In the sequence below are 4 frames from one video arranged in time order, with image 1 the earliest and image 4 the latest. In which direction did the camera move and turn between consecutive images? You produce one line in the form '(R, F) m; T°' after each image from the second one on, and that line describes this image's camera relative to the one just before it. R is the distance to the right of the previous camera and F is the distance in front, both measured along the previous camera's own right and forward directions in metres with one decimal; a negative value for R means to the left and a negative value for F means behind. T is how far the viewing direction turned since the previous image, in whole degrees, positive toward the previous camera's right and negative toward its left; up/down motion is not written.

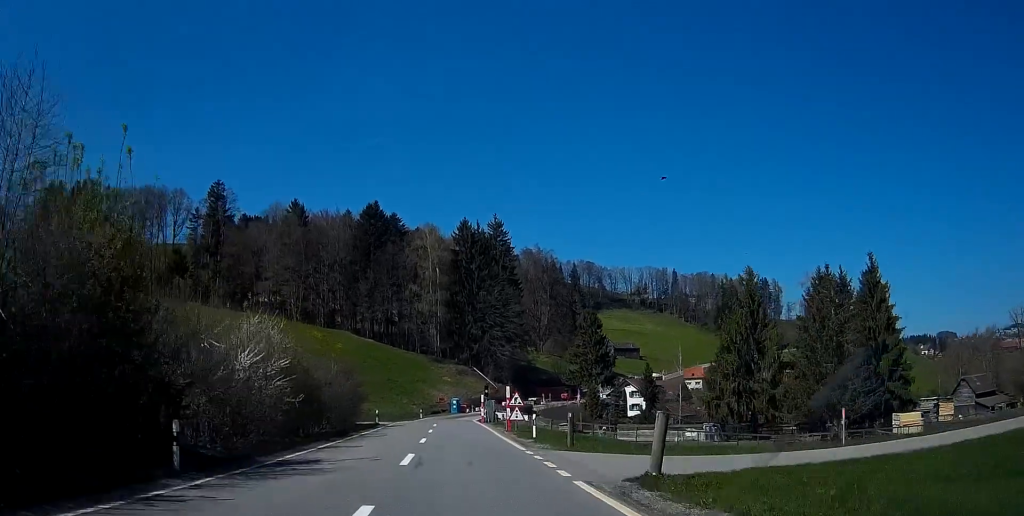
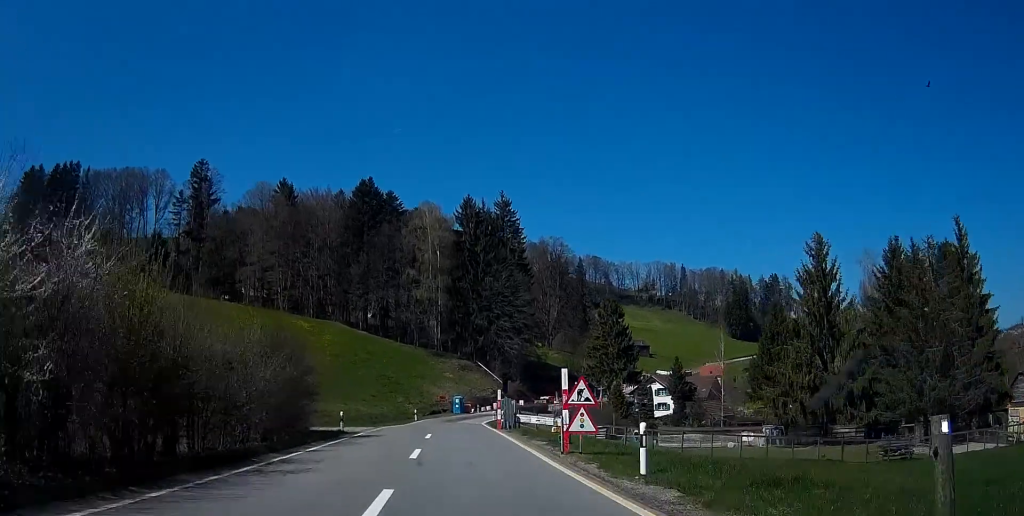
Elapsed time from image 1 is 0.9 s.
(0.0, +16.0) m; 0°
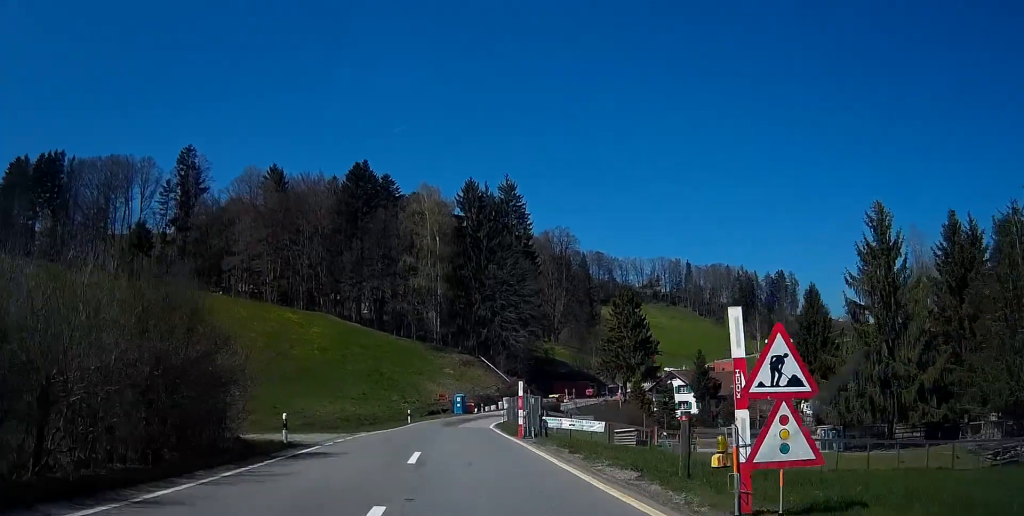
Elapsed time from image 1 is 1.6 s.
(0.0, +10.7) m; 0°
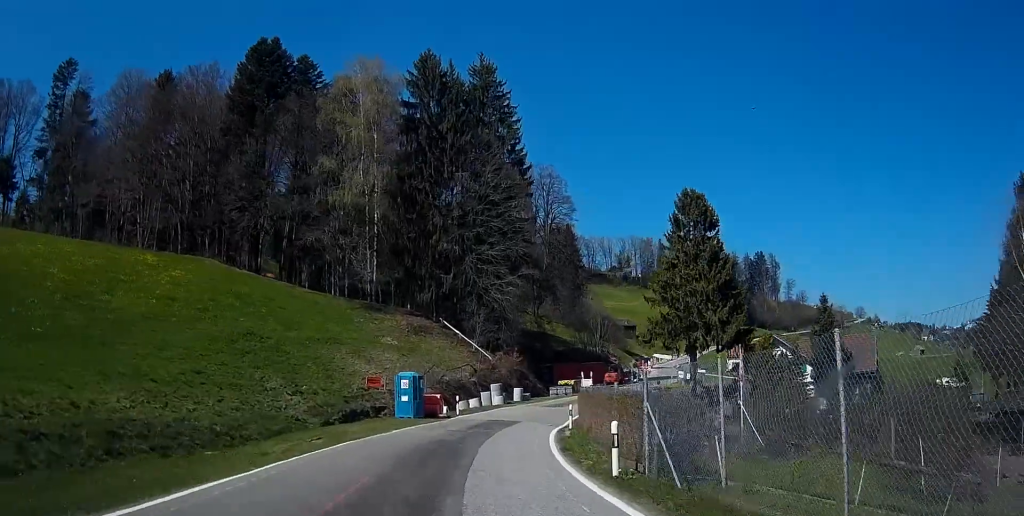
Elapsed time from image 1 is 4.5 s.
(+1.7, +46.9) m; +13°
